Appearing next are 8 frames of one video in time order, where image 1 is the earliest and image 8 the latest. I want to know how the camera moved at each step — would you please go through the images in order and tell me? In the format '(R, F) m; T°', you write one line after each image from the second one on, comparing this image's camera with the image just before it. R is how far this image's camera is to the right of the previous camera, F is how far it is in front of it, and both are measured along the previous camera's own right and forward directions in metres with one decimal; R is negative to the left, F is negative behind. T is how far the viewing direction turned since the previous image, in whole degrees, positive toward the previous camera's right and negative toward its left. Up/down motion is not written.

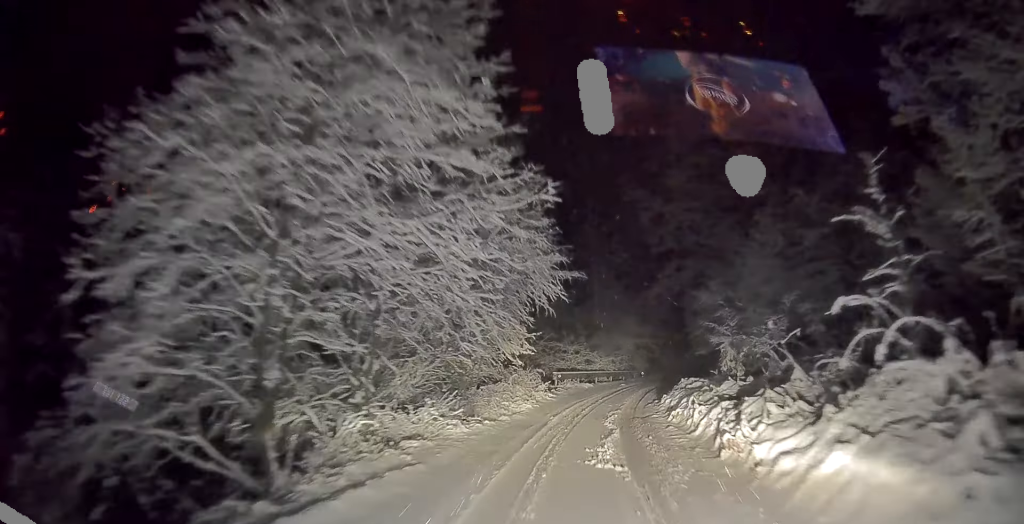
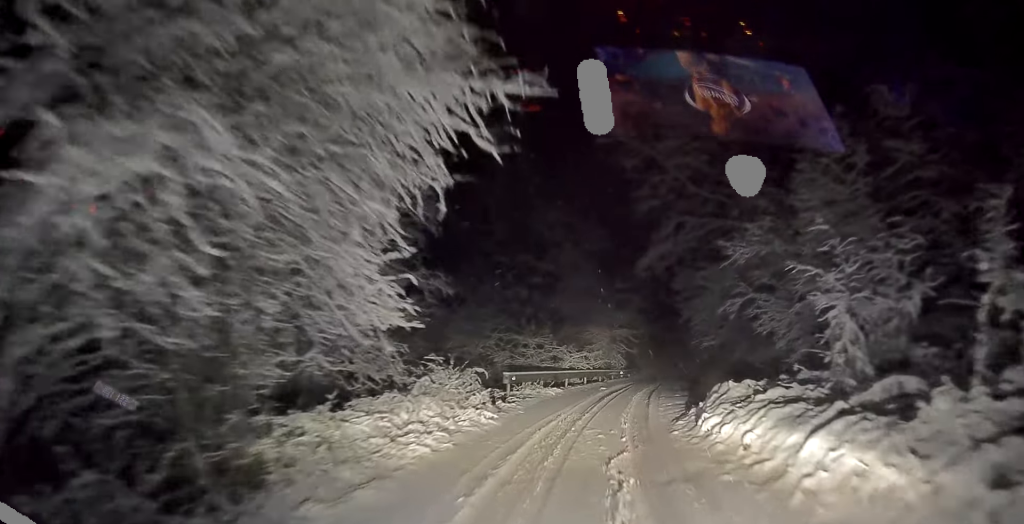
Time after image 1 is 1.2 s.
(+0.3, +9.4) m; +5°
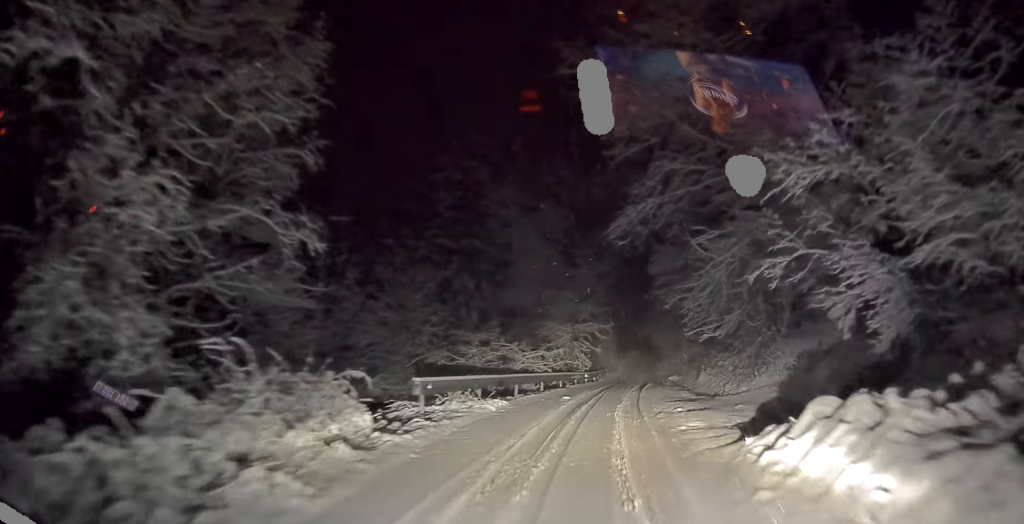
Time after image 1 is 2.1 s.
(+0.3, +6.7) m; +5°
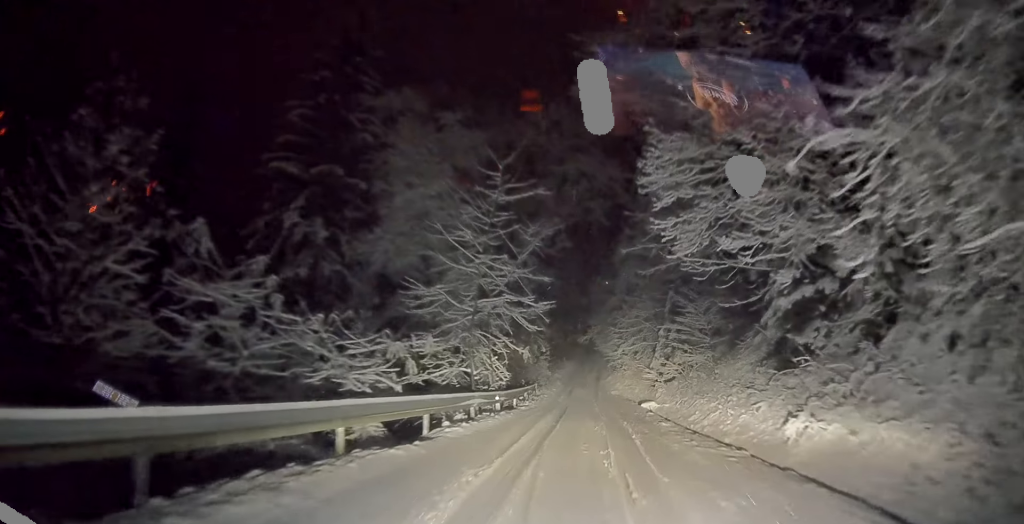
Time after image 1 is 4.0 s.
(+1.7, +15.9) m; +10°
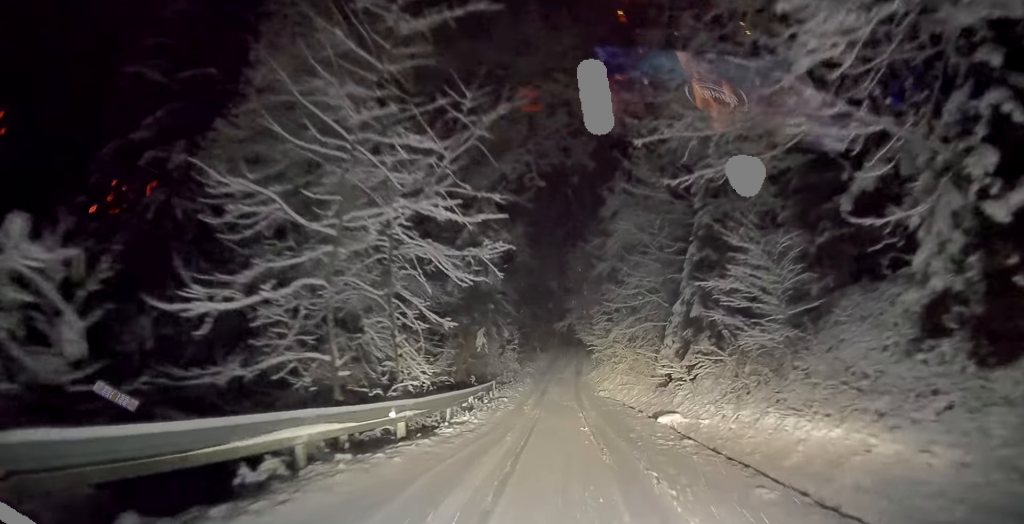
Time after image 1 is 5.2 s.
(+0.3, +9.2) m; +1°
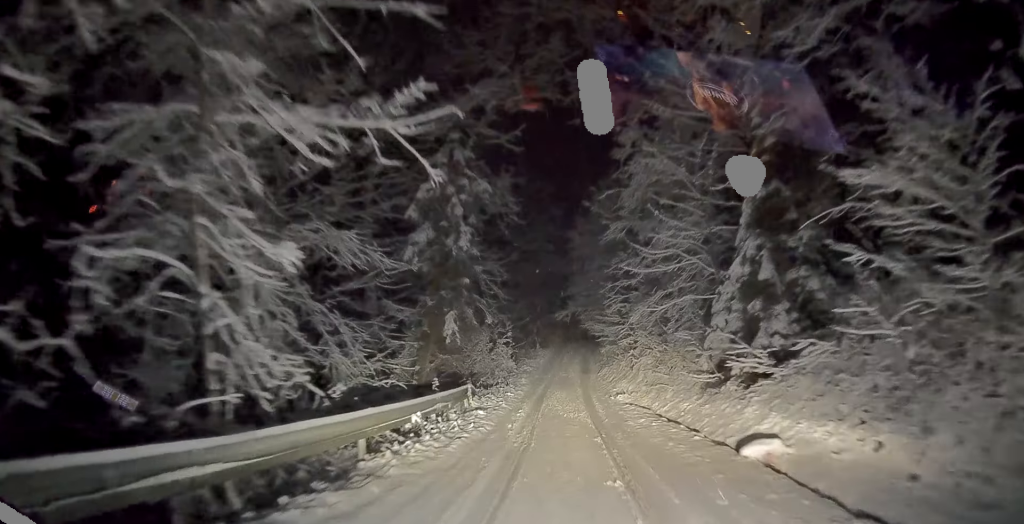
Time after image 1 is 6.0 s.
(0.0, +6.5) m; 0°
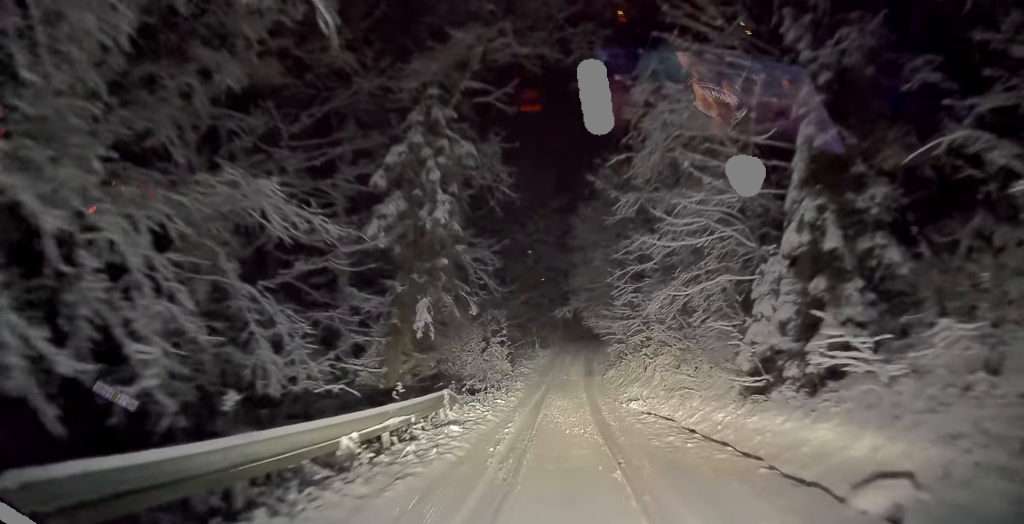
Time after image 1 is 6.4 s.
(-0.1, +3.2) m; +1°
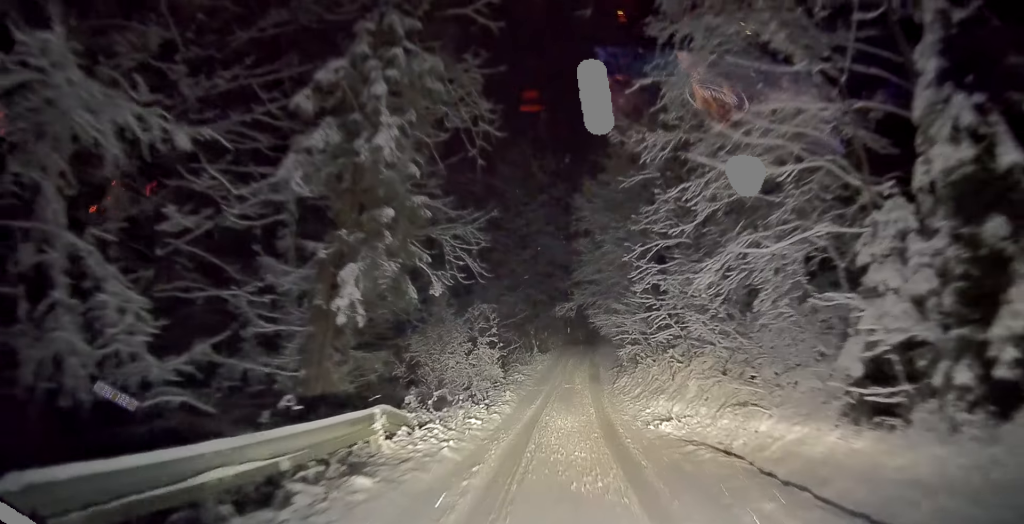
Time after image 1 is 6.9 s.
(0.0, +4.5) m; +1°
